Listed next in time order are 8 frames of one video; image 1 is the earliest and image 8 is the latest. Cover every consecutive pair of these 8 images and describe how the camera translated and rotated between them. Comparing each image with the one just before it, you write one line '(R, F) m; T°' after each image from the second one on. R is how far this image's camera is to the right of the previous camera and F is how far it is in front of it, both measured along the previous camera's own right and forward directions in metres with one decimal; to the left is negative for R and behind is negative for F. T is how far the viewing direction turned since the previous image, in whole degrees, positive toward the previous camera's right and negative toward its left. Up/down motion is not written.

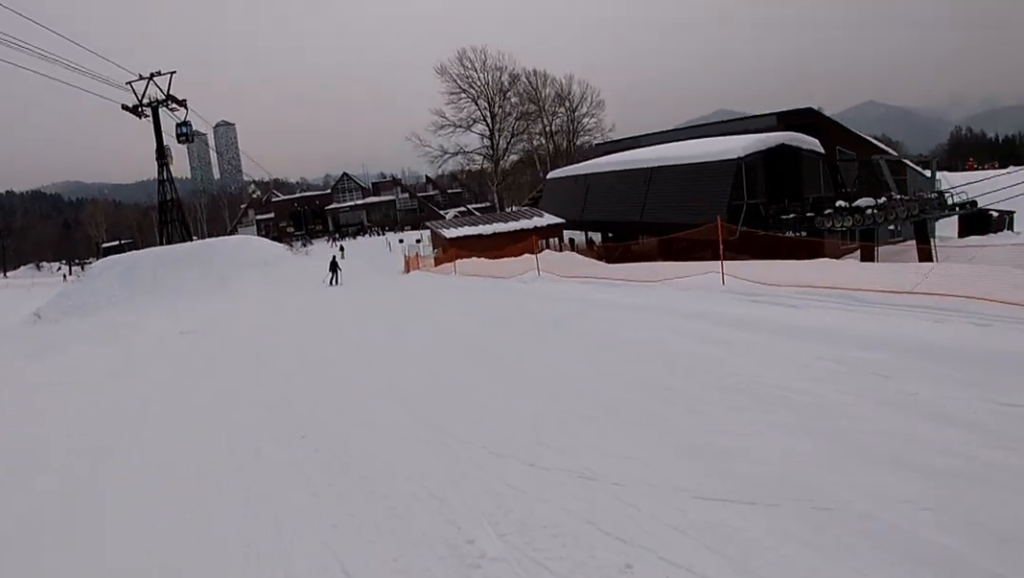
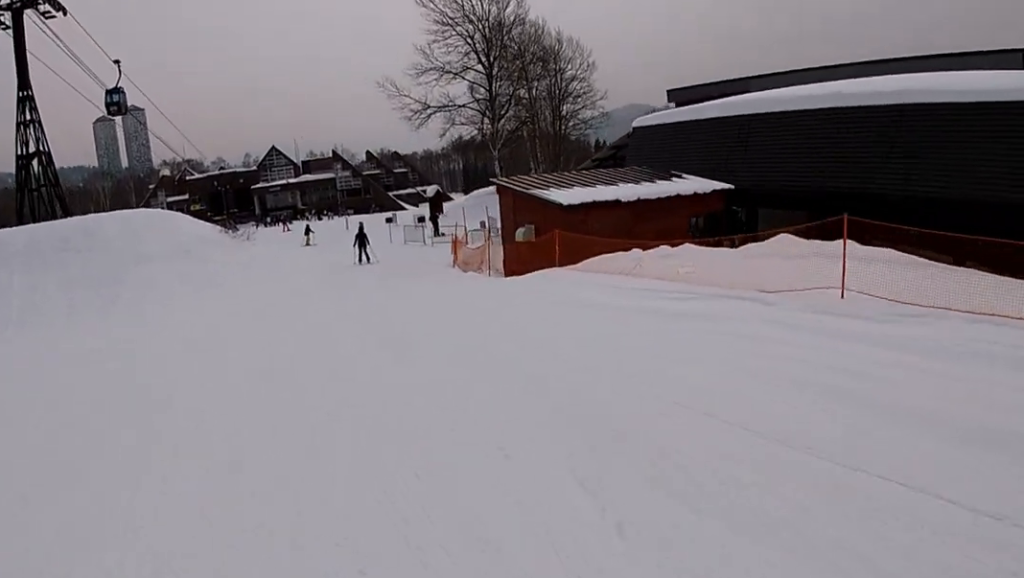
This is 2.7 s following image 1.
(+3.3, +17.6) m; +18°
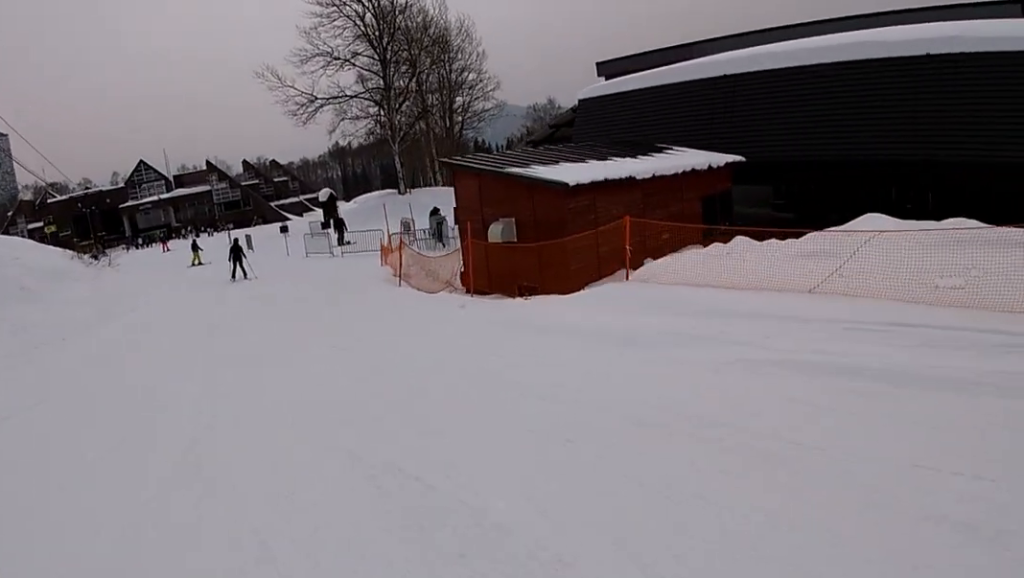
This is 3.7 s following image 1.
(+0.3, +6.2) m; +3°
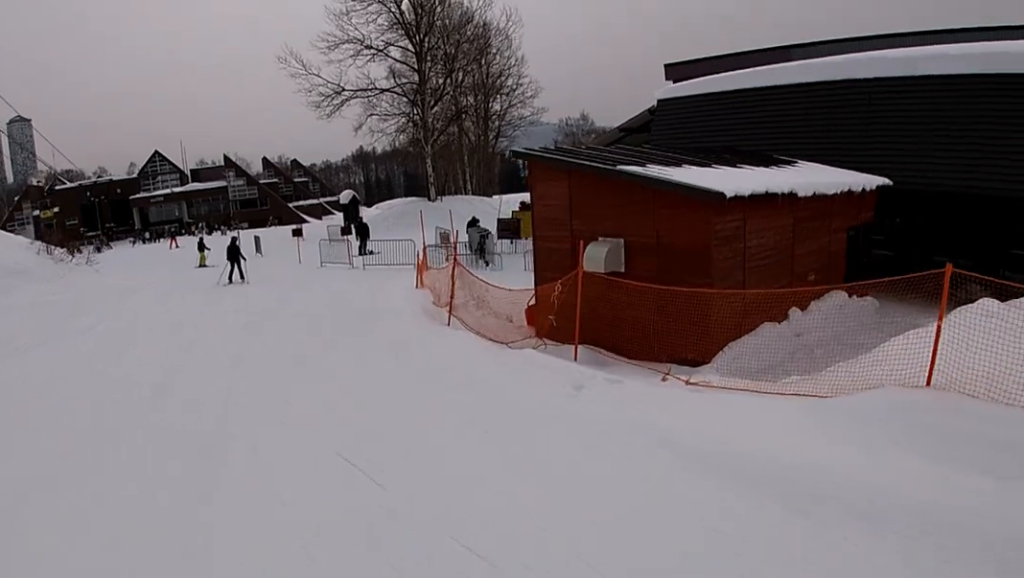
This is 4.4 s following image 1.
(0.0, +4.3) m; 0°
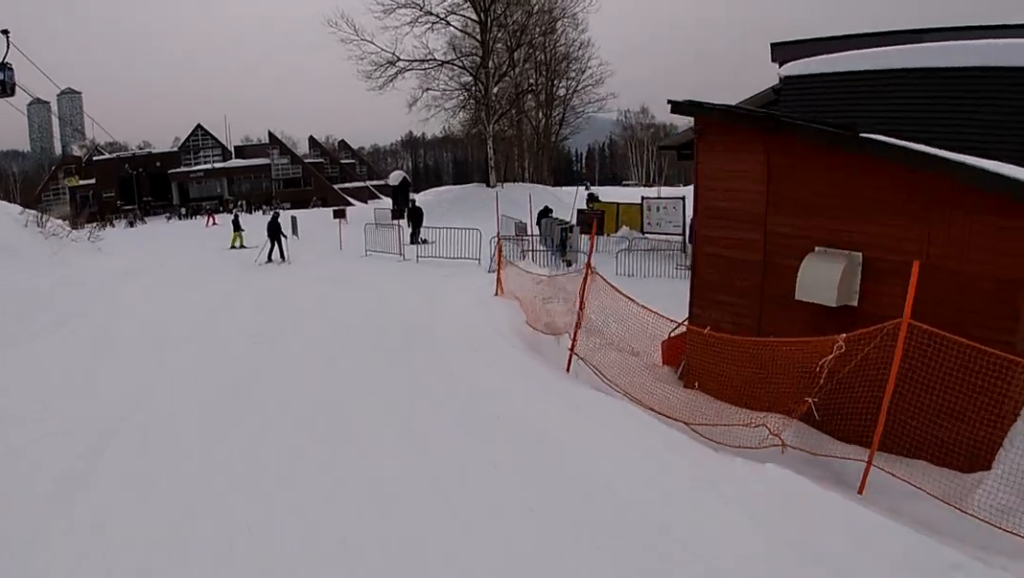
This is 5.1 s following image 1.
(0.0, +3.7) m; 0°
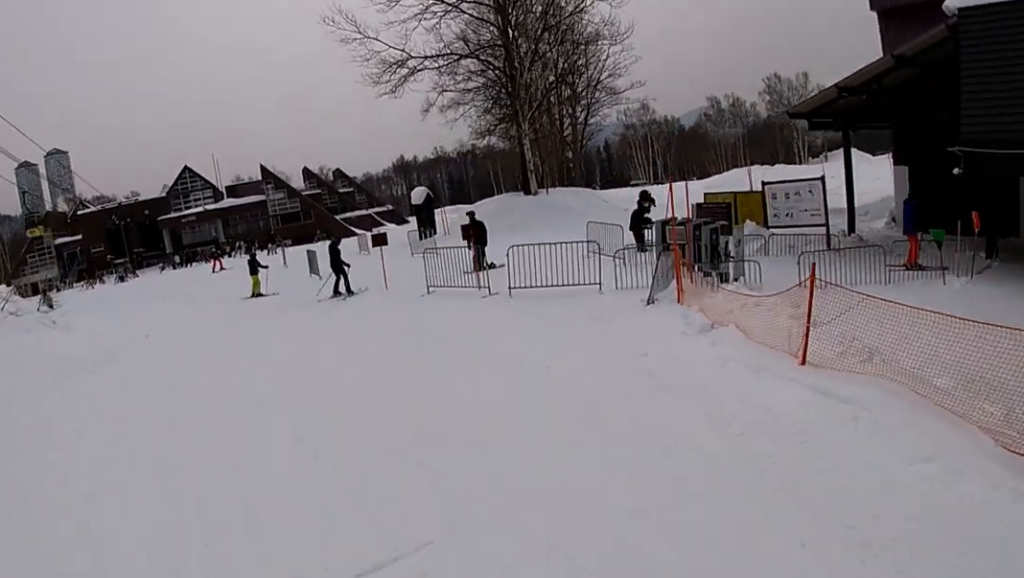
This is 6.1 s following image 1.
(0.0, +5.7) m; 0°
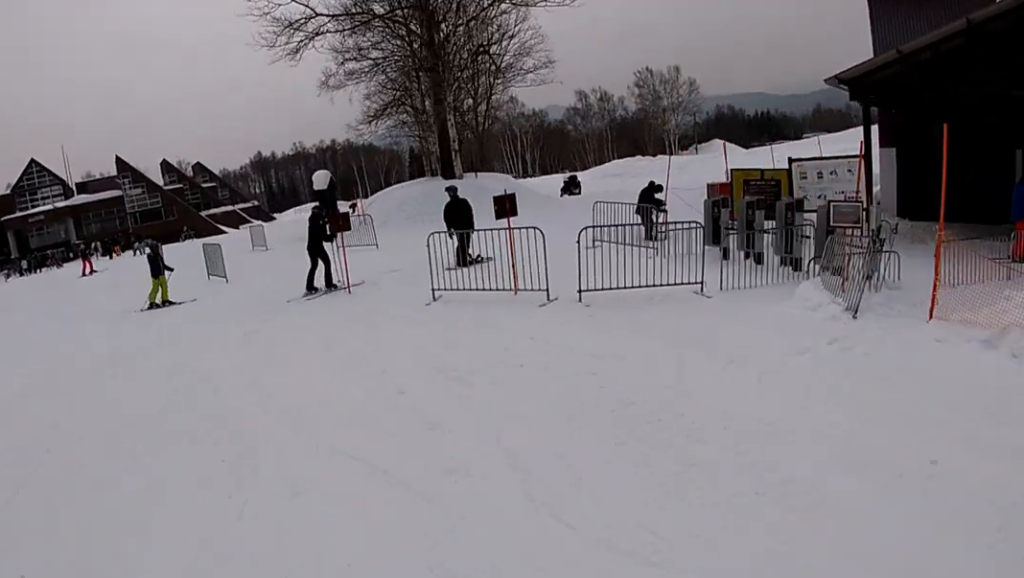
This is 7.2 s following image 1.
(0.0, +4.8) m; +20°
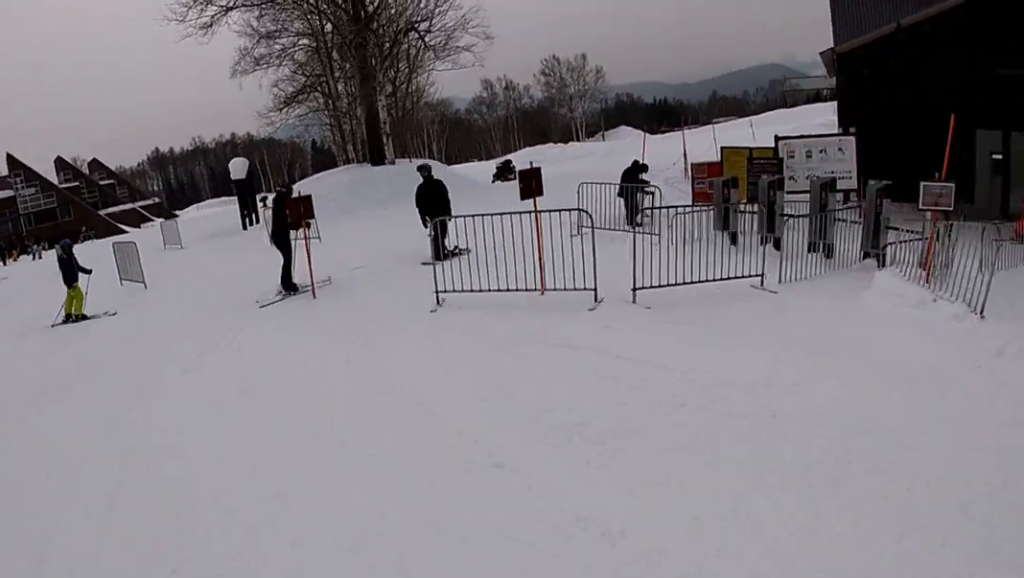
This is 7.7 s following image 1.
(+0.7, +1.6) m; +15°
